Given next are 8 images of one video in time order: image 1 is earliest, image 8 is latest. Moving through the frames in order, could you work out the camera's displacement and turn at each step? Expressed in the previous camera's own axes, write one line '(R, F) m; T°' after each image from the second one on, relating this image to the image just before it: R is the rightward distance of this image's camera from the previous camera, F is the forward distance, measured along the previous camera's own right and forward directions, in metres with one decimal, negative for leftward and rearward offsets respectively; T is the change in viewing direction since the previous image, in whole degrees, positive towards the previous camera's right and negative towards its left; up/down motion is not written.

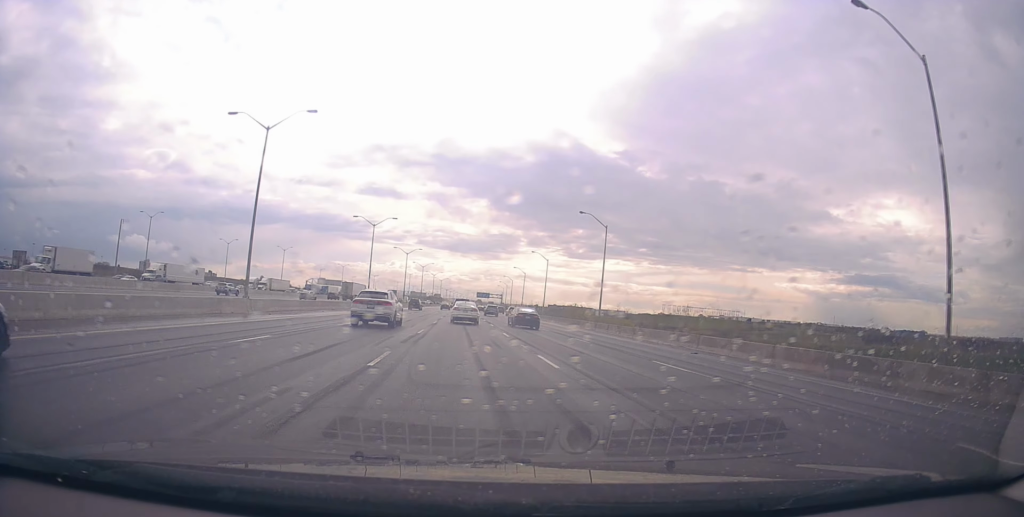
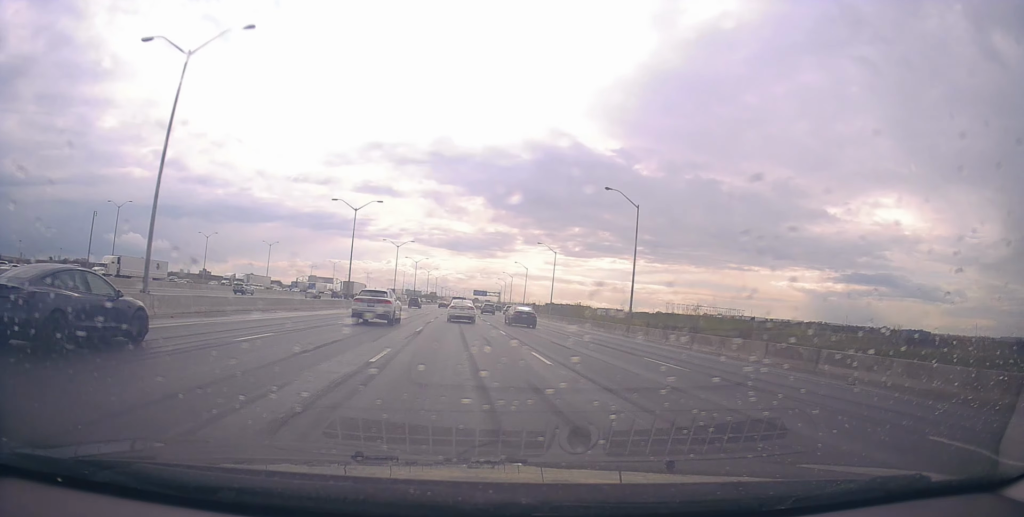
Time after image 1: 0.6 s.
(-0.2, +11.4) m; 0°
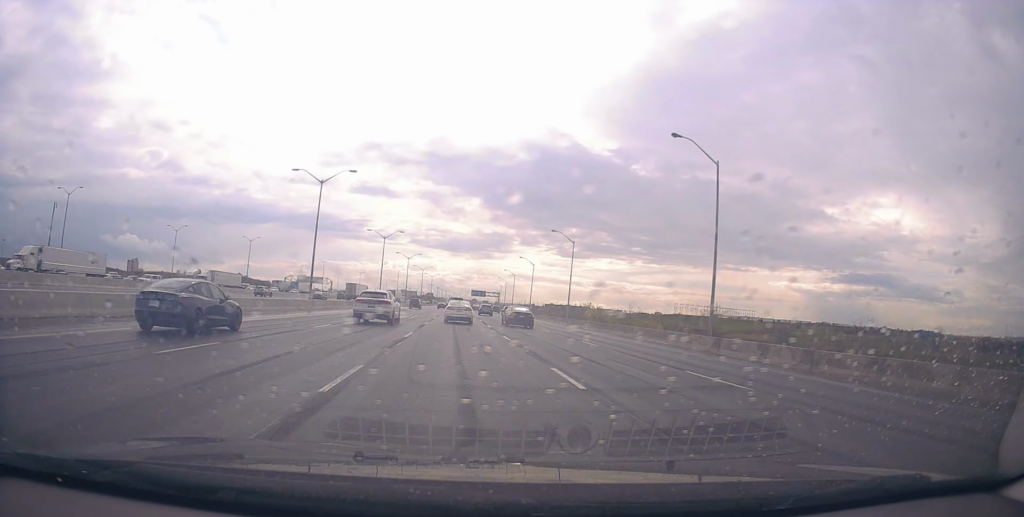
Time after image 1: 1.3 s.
(+0.2, +16.2) m; +1°
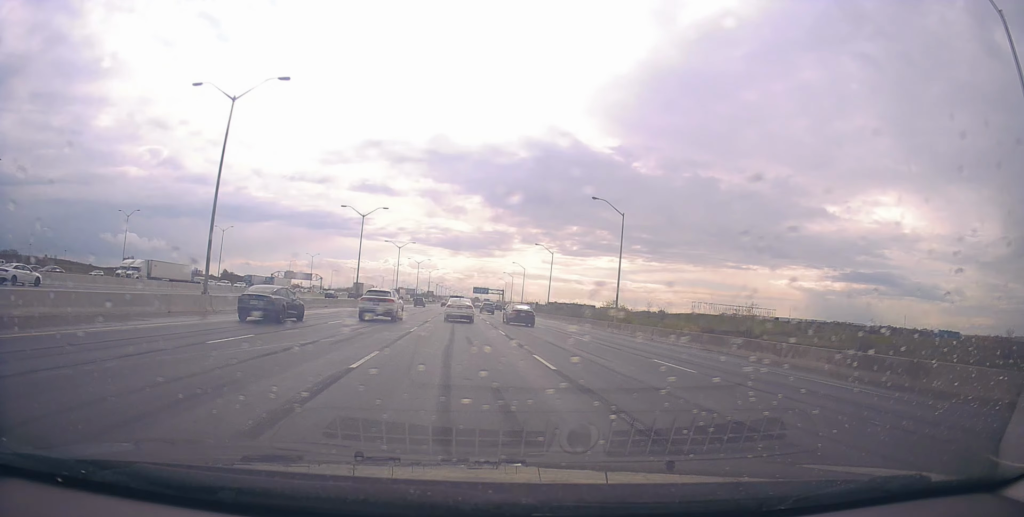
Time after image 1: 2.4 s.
(+0.3, +21.7) m; +2°
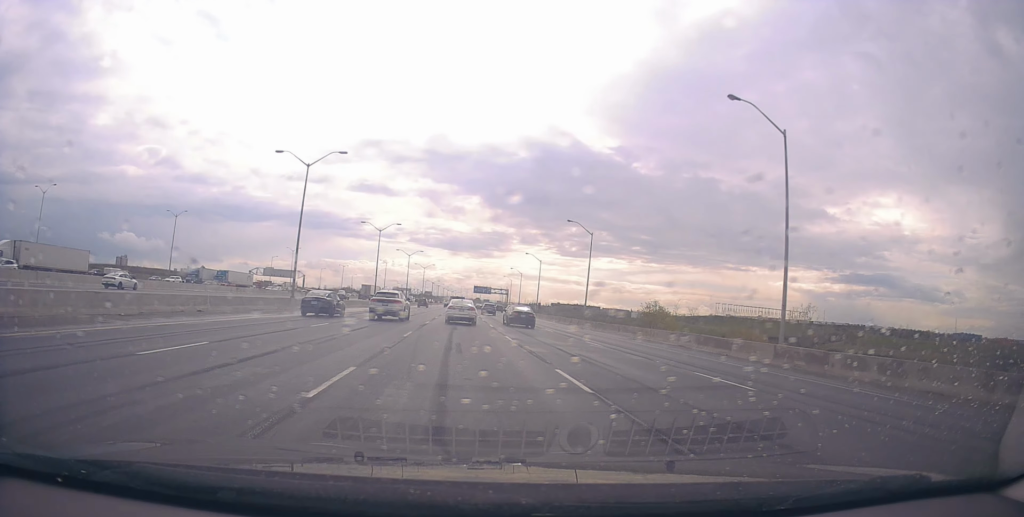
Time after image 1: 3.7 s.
(+0.5, +27.3) m; -1°
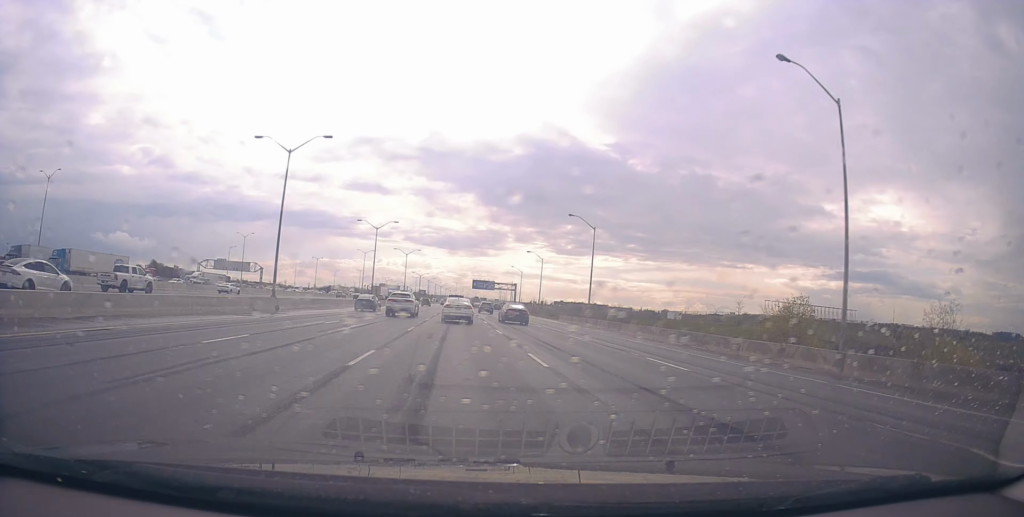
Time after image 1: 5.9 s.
(-0.4, +45.2) m; 0°
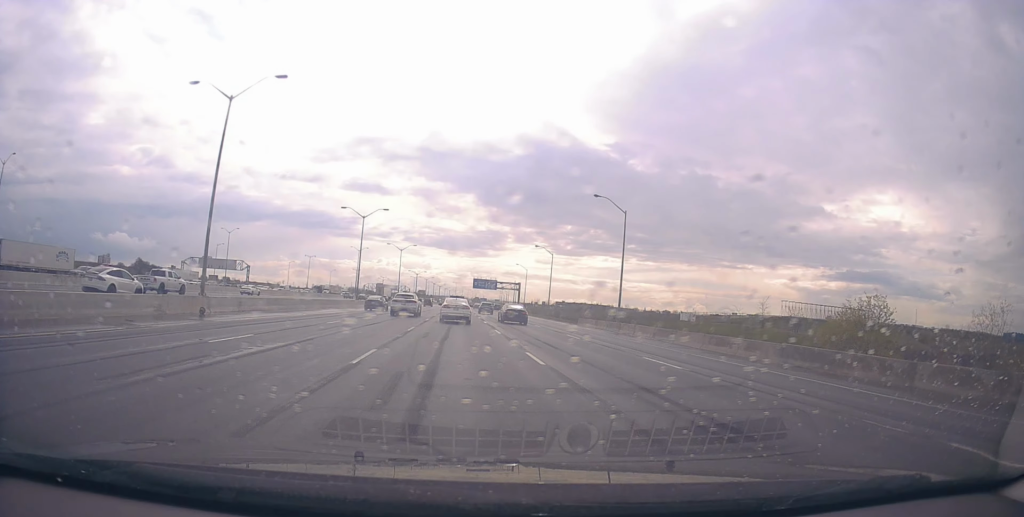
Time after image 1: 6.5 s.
(-0.1, +11.8) m; 0°
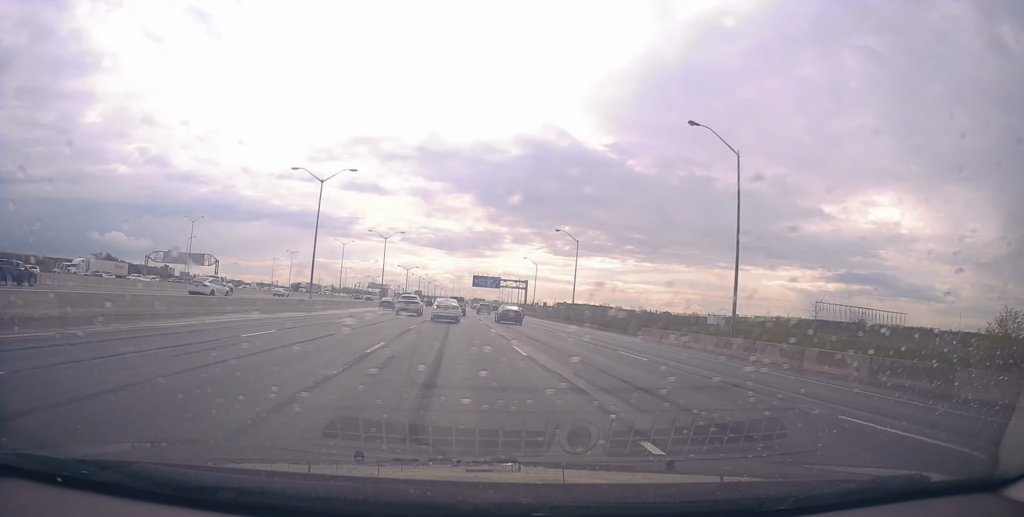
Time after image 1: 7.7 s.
(0.0, +22.1) m; 0°
